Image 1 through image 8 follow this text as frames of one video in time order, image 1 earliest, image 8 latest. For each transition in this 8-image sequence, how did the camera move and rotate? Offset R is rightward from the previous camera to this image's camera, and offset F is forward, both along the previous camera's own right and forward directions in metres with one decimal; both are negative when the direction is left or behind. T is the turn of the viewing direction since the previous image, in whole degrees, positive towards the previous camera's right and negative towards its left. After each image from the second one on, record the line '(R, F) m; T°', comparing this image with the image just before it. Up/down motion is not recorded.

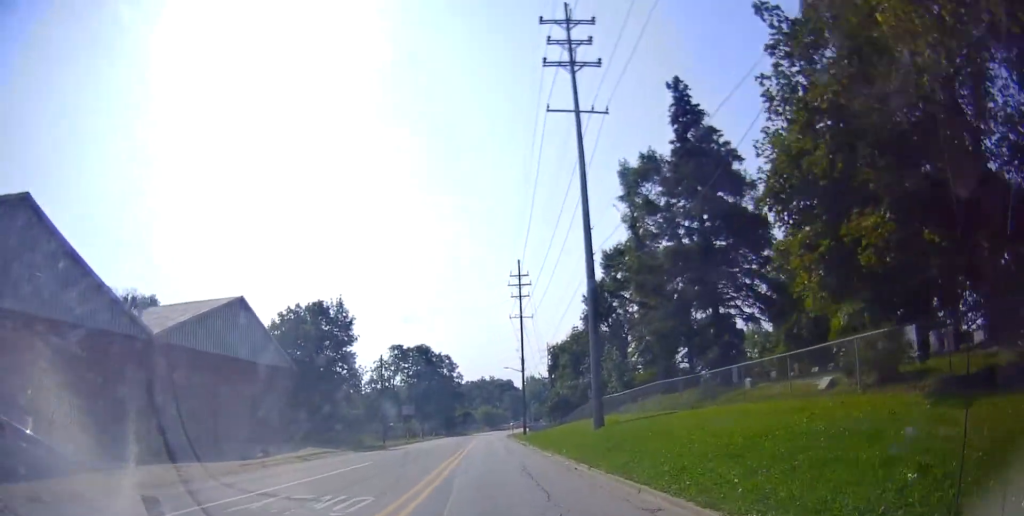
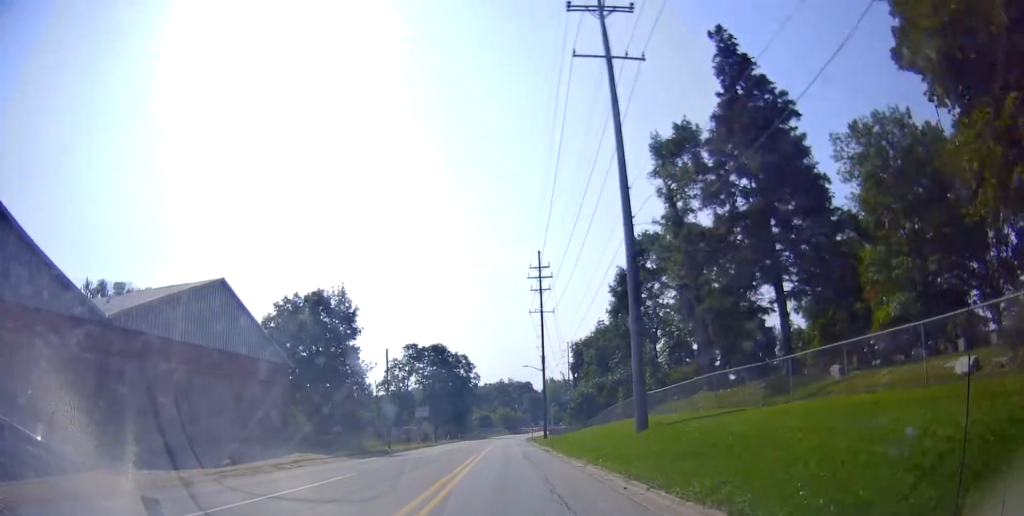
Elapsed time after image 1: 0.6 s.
(-0.3, +5.1) m; -5°
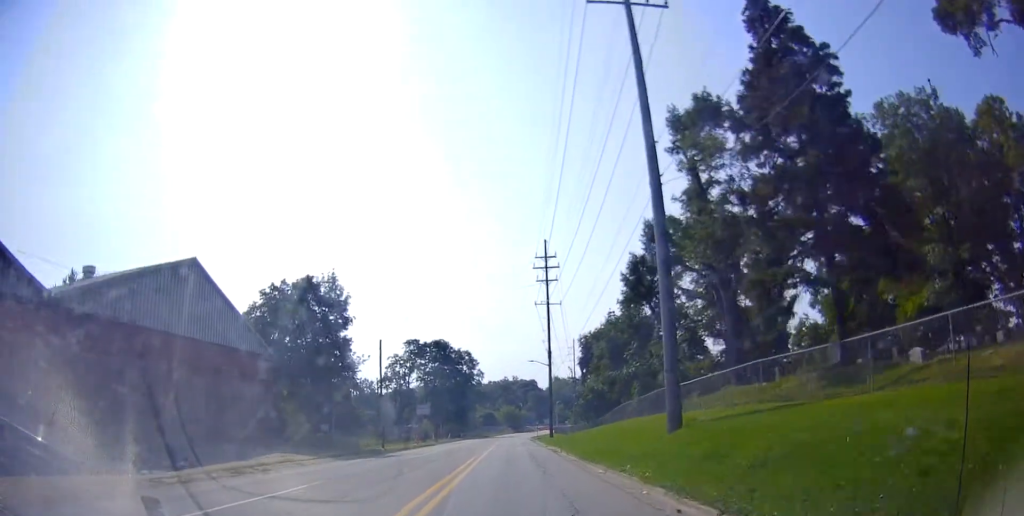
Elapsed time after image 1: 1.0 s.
(-0.1, +3.9) m; -1°
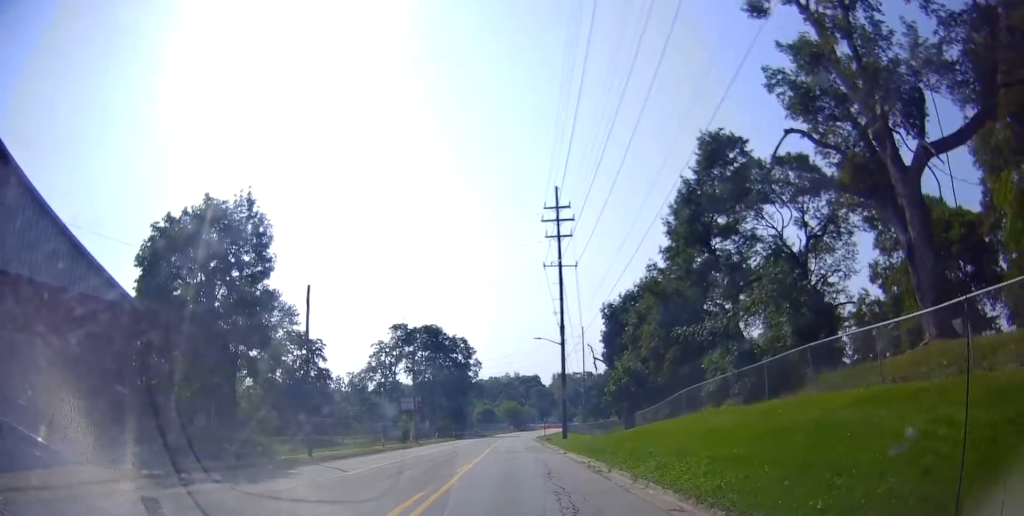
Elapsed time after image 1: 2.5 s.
(-0.3, +16.0) m; -3°
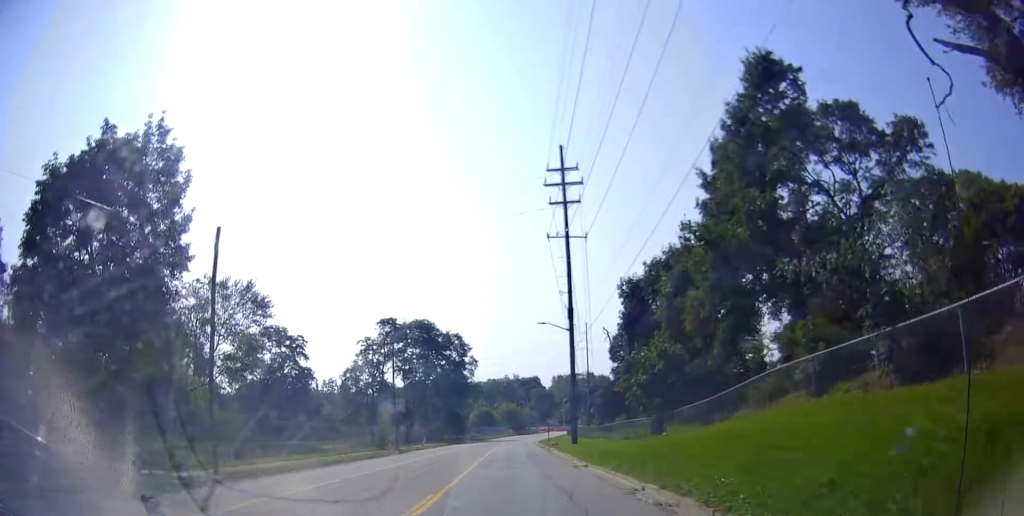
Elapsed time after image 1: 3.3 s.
(-0.2, +9.1) m; -1°
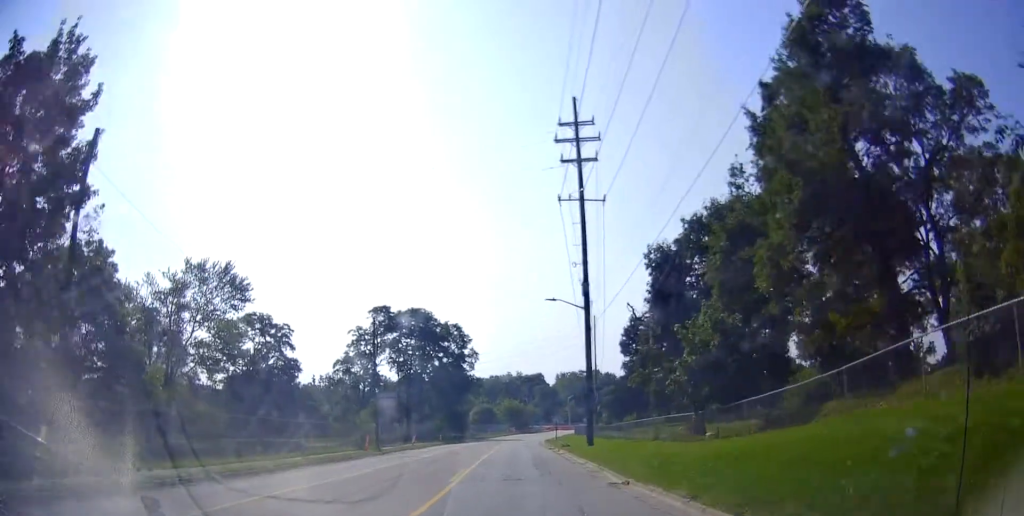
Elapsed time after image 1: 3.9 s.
(0.0, +7.6) m; +2°
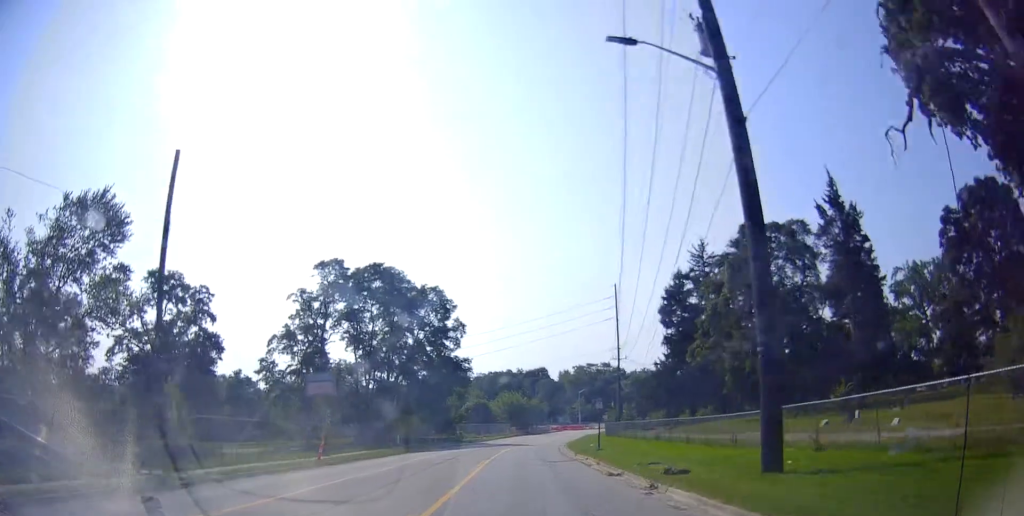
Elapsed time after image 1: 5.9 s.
(+1.0, +25.5) m; +2°
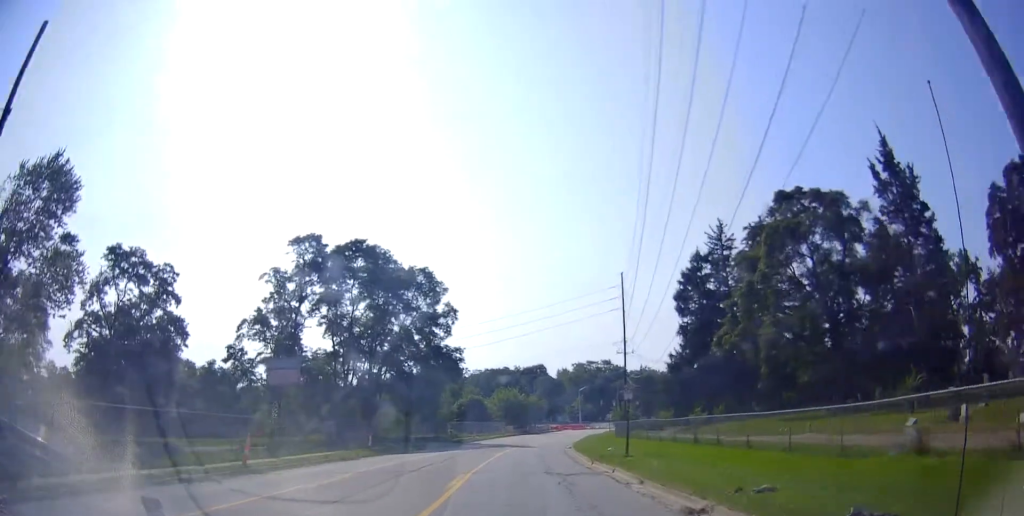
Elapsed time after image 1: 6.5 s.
(-0.1, +7.6) m; 0°
